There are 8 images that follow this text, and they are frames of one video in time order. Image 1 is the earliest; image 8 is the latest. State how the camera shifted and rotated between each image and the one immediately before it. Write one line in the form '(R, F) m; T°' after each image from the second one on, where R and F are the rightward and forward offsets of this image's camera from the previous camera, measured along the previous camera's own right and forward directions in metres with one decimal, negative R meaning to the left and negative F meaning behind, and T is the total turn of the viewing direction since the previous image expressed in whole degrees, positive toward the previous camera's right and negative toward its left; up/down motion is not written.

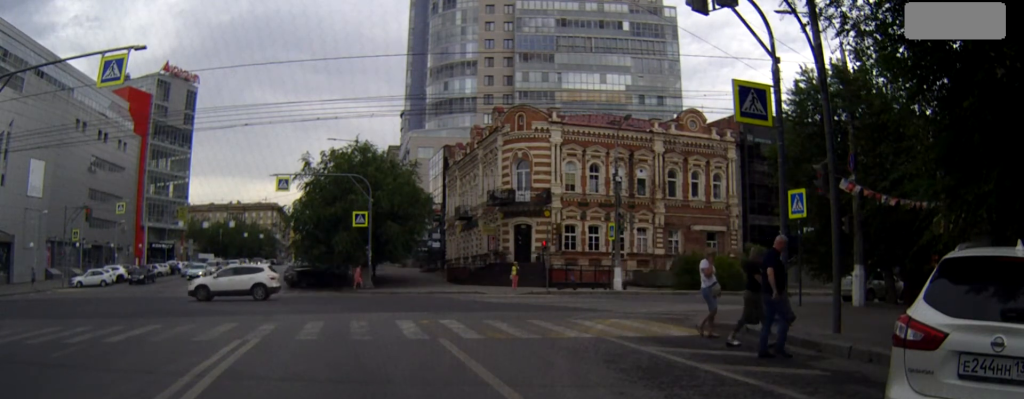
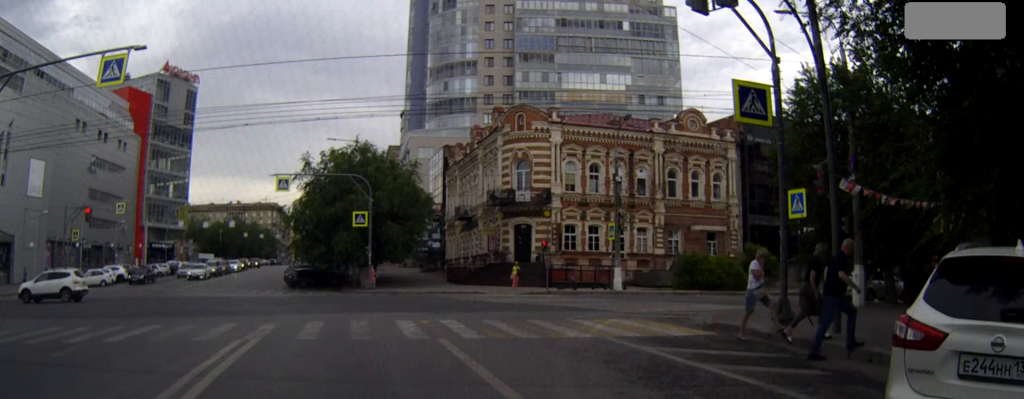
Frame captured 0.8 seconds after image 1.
(0.0, 0.0) m; 0°
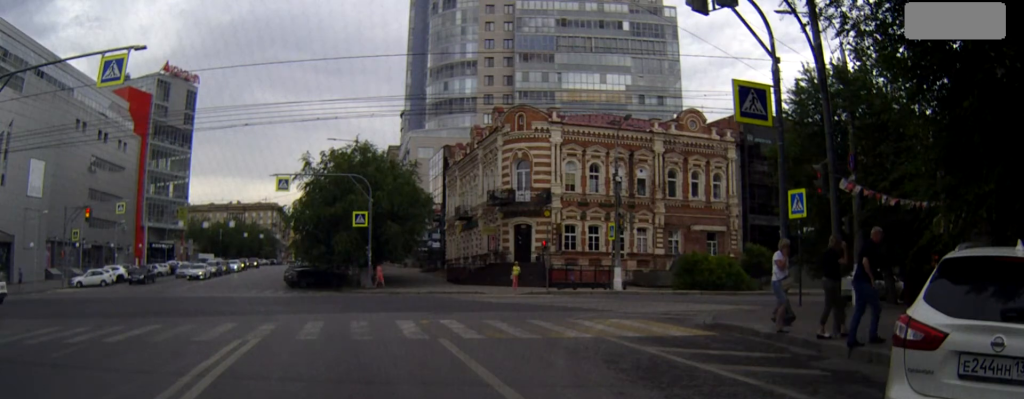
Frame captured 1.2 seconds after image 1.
(0.0, 0.0) m; 0°
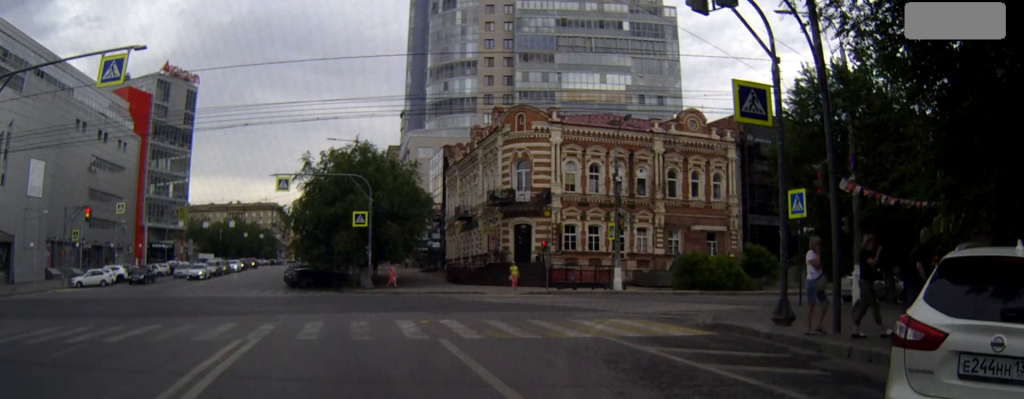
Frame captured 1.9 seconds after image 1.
(0.0, 0.0) m; 0°
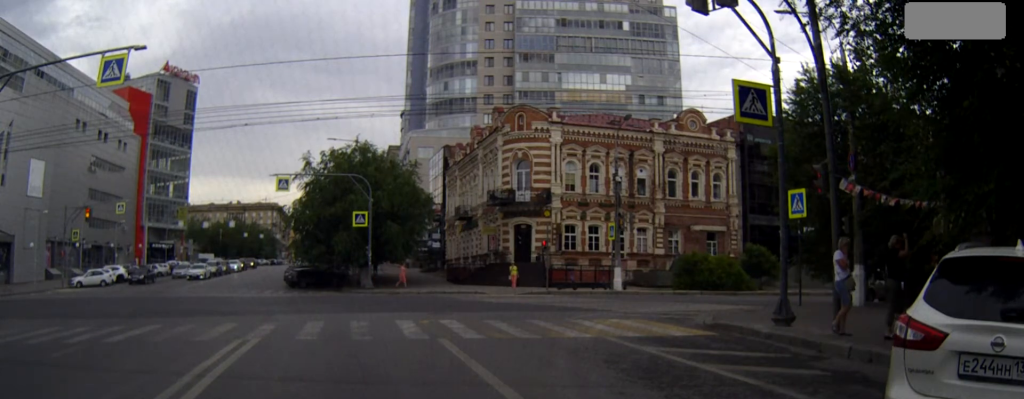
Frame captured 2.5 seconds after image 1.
(0.0, 0.0) m; 0°
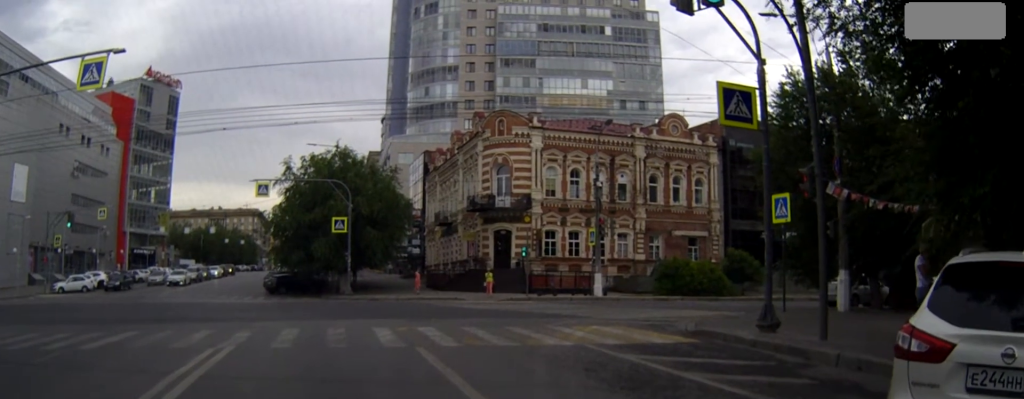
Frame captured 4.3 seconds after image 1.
(0.0, 0.0) m; 0°
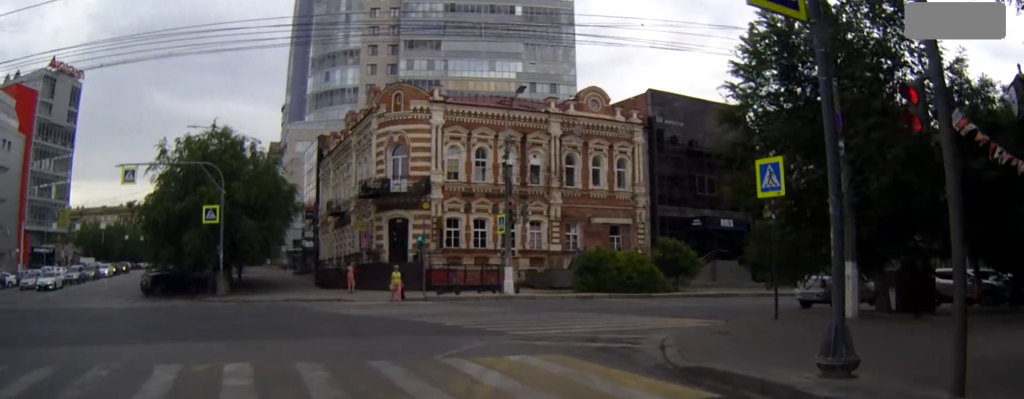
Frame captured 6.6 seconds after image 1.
(+0.6, +3.4) m; +11°
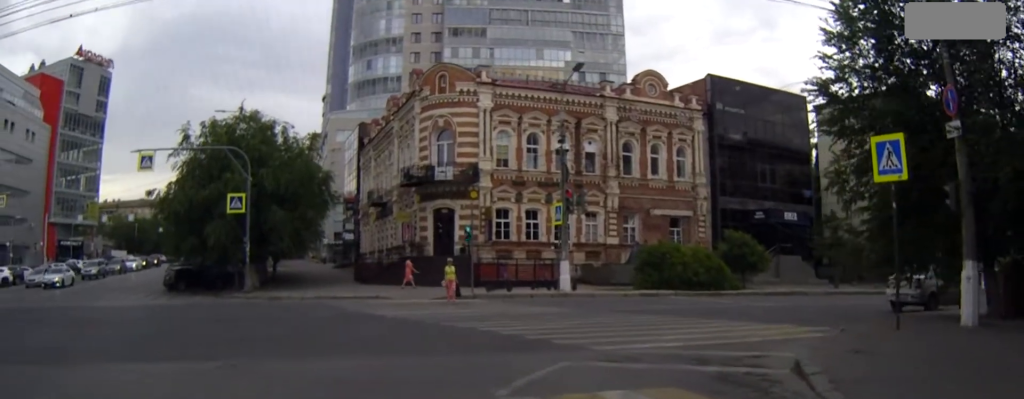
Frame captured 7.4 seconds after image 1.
(0.0, +3.1) m; 0°
